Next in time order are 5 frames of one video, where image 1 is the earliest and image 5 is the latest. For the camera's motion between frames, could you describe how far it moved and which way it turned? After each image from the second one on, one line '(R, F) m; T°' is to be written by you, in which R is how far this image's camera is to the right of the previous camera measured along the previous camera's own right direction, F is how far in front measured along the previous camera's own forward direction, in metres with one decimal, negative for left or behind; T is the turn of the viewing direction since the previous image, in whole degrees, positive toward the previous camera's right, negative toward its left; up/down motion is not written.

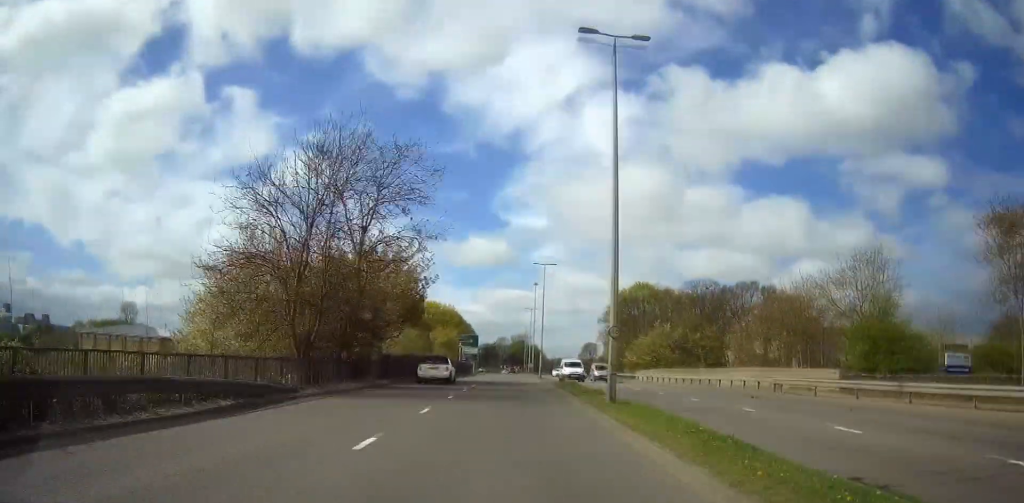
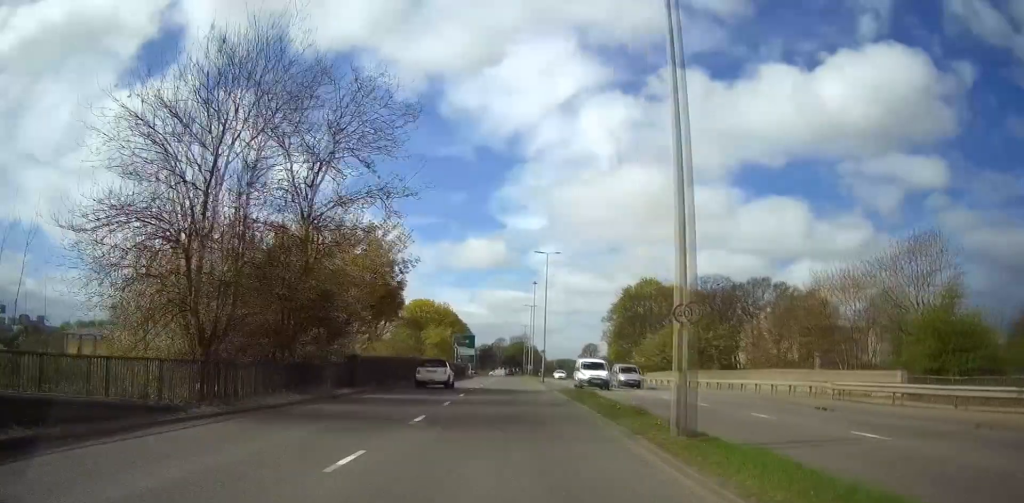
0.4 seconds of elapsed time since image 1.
(-0.1, +7.2) m; 0°
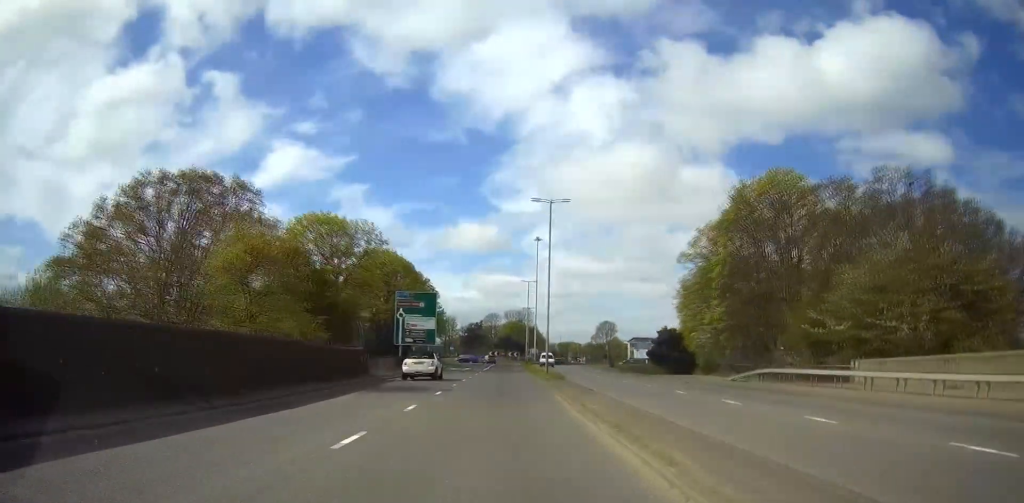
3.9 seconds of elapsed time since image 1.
(+0.9, +58.9) m; 0°
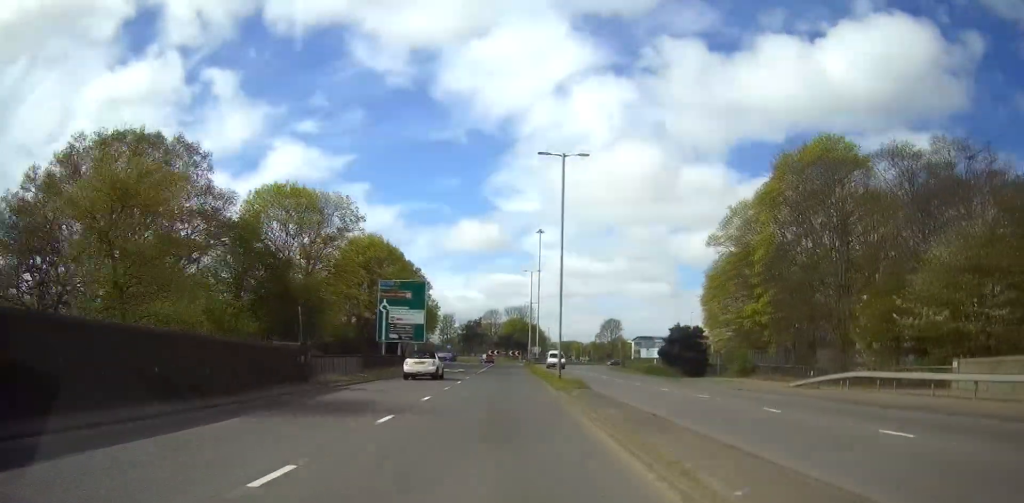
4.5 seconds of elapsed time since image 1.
(-0.1, +9.3) m; 0°
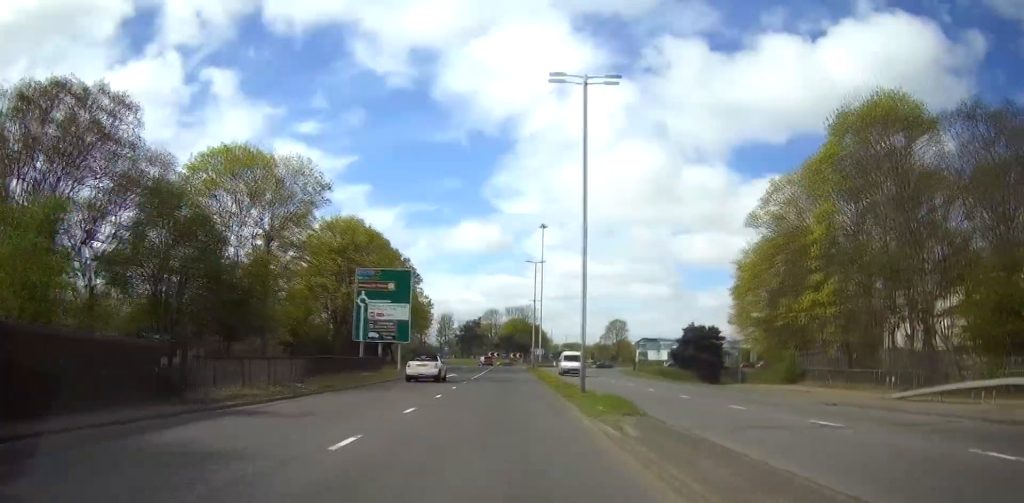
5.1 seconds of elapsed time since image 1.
(0.0, +9.0) m; 0°
